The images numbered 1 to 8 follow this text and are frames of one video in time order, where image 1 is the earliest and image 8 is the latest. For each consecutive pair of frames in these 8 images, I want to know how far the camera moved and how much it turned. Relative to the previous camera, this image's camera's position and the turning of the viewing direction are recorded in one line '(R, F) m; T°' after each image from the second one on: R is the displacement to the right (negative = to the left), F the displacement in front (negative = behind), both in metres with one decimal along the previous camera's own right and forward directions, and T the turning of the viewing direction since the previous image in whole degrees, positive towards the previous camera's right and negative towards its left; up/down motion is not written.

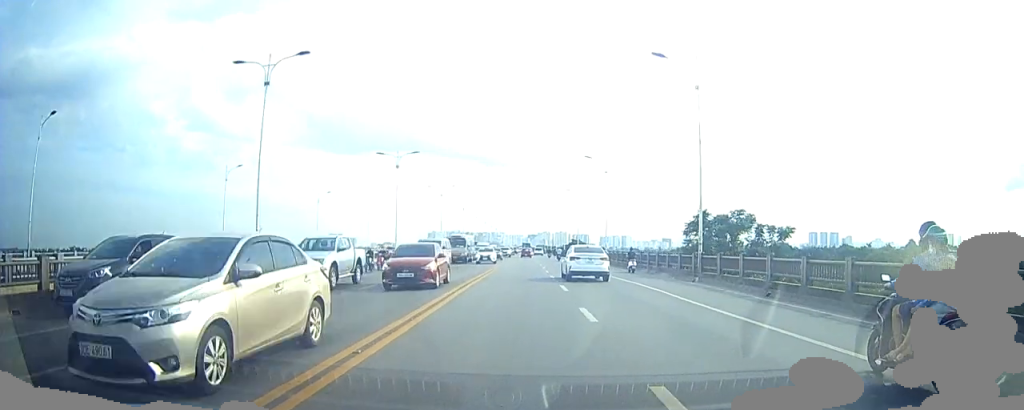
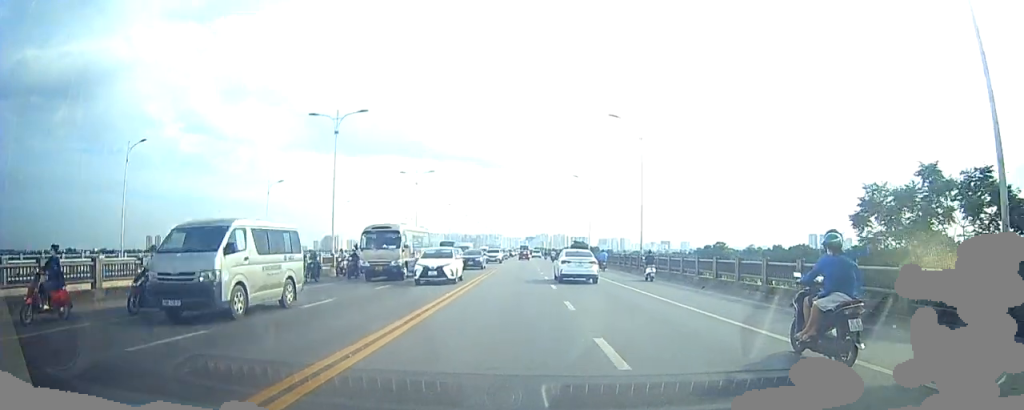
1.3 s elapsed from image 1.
(0.0, +17.9) m; 0°
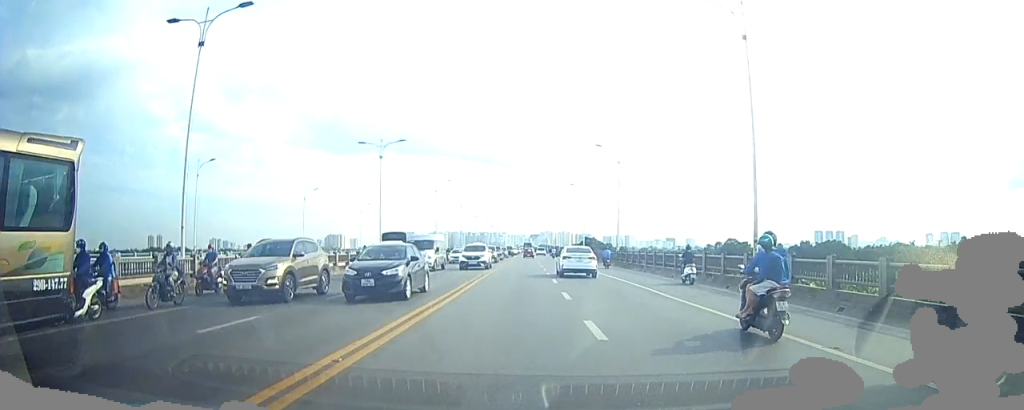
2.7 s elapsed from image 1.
(0.0, +18.1) m; 0°
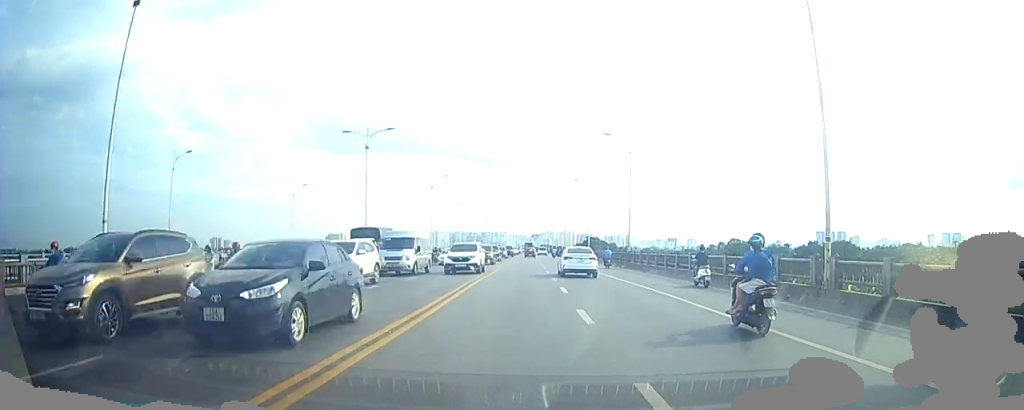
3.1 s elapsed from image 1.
(0.0, +5.4) m; 0°
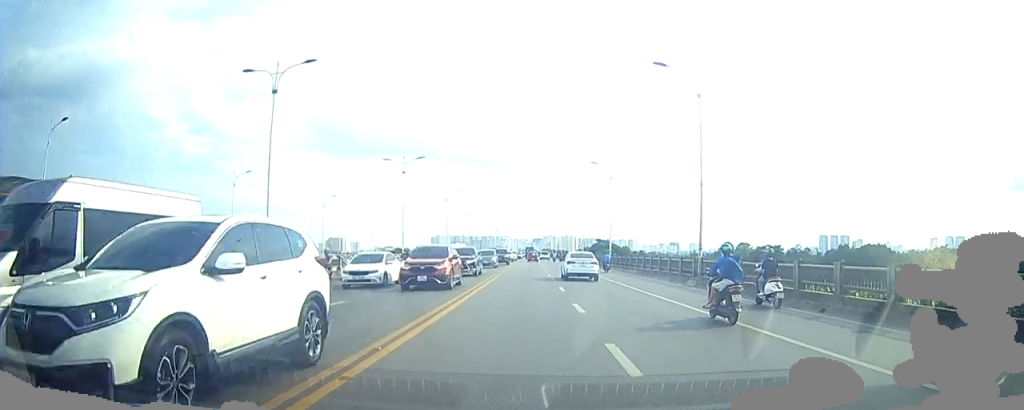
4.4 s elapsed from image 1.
(0.0, +17.8) m; 0°
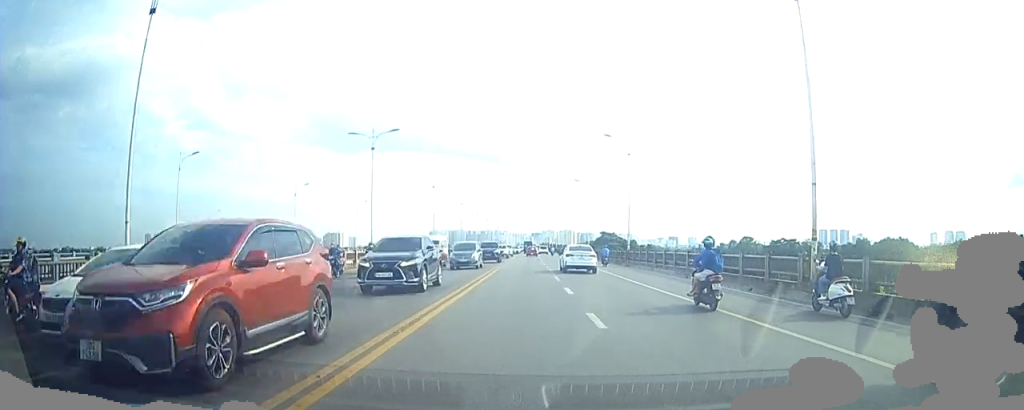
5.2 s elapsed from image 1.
(0.0, +10.6) m; 0°
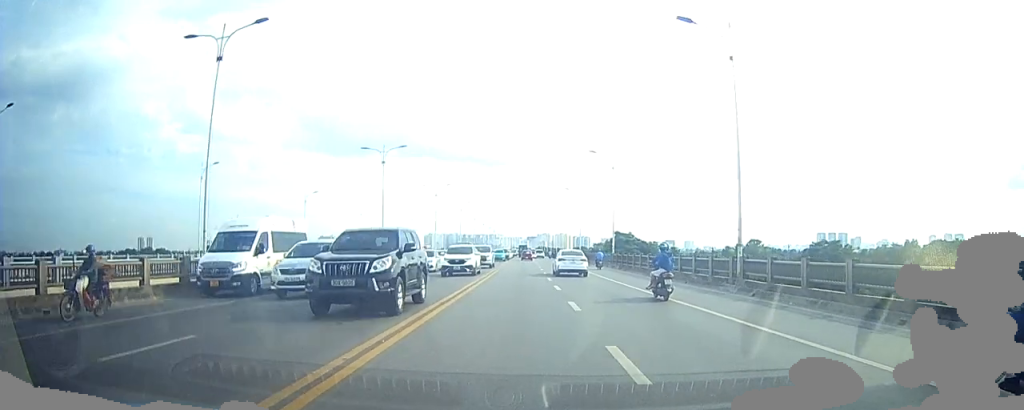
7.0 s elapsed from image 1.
(0.0, +24.4) m; 0°
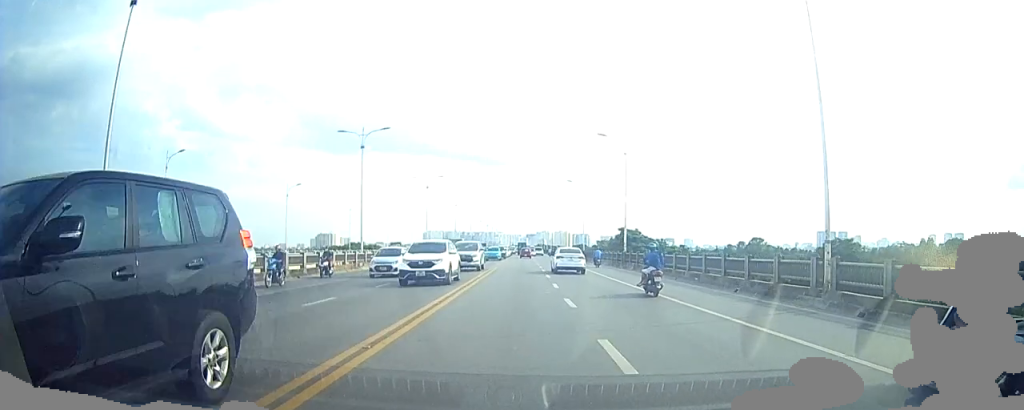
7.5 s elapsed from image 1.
(0.0, +6.2) m; 0°
